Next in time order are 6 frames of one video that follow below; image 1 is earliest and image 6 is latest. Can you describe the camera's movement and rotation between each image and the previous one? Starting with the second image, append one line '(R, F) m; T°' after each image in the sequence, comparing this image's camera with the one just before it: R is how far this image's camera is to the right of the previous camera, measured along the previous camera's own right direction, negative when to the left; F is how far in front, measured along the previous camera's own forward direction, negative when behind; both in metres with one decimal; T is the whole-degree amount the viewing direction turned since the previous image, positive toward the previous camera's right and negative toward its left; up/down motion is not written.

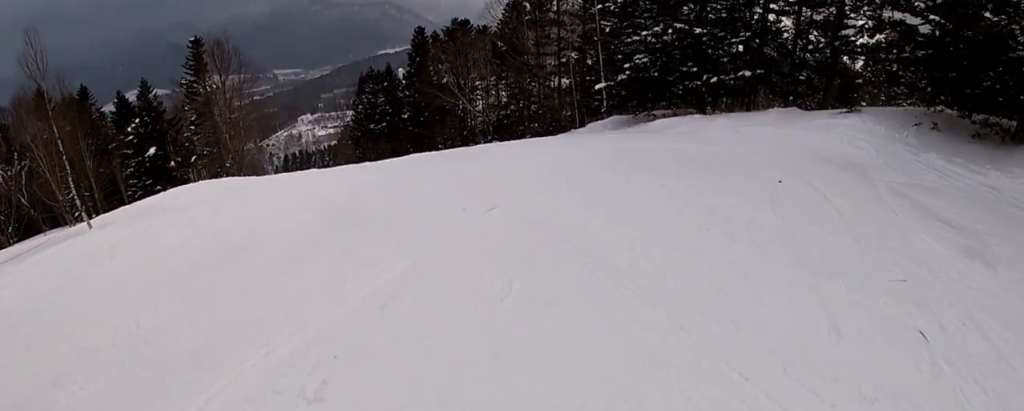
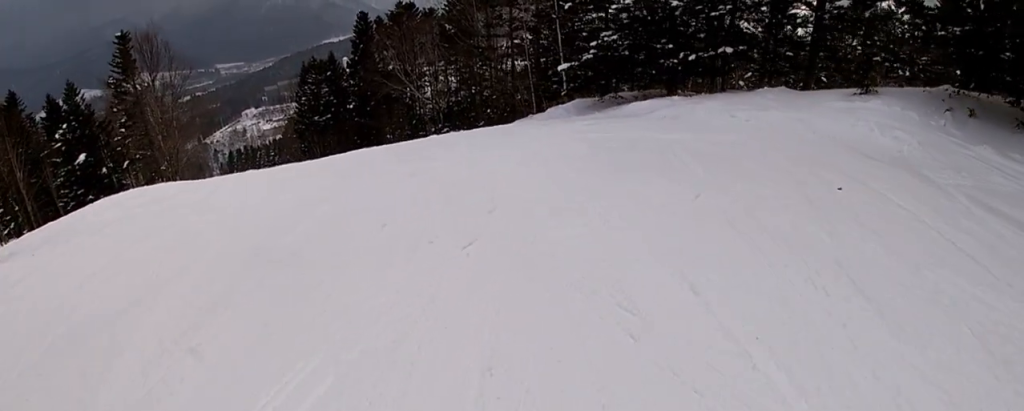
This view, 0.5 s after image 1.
(-0.1, +2.0) m; +4°
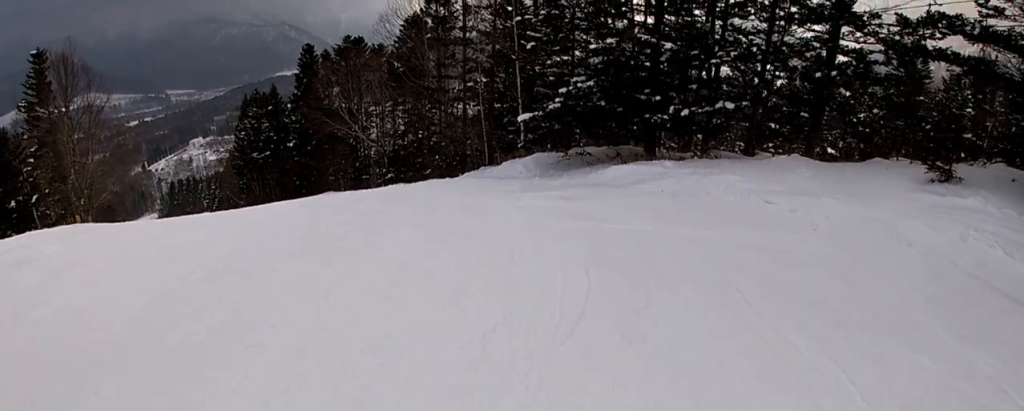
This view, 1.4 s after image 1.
(+0.7, +4.3) m; +12°
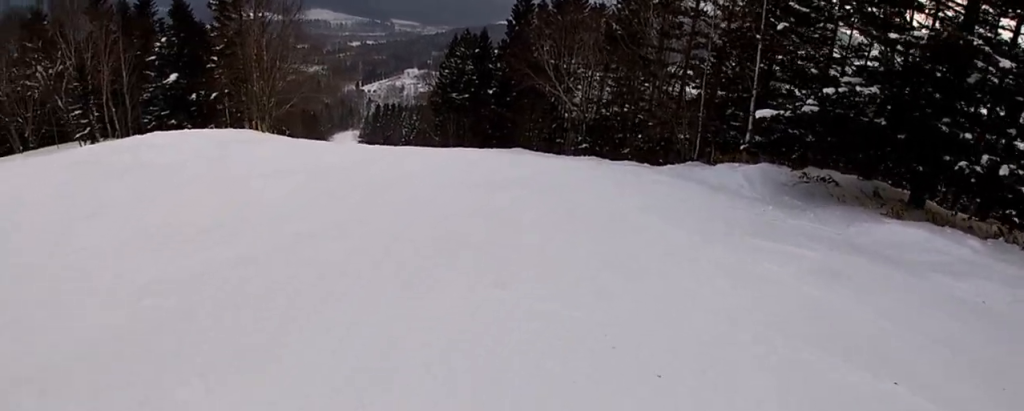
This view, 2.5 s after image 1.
(+0.3, +4.6) m; 0°
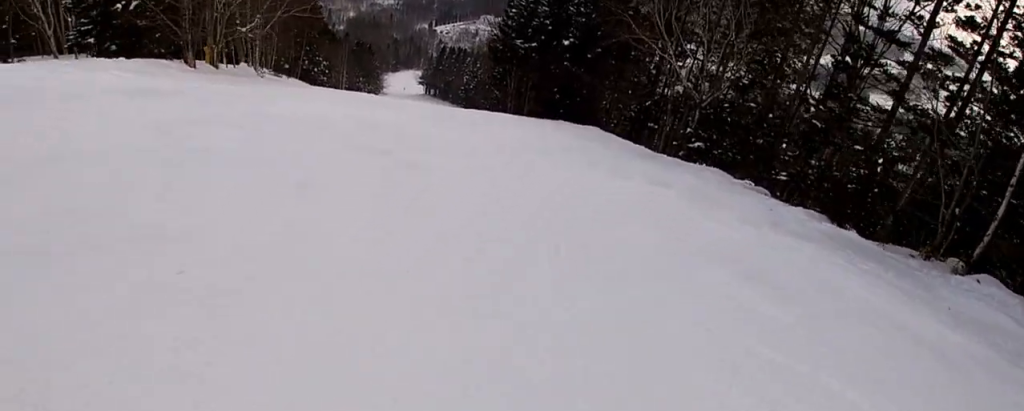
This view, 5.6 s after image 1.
(-5.3, +13.5) m; -15°
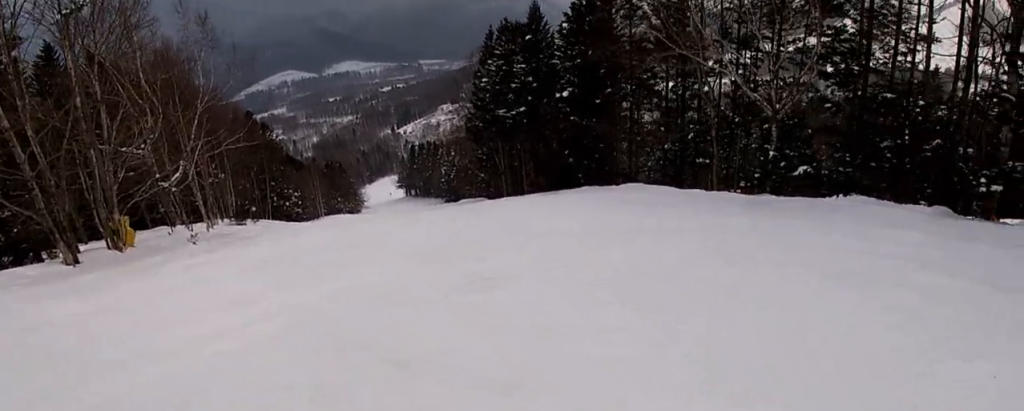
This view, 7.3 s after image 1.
(-1.3, +8.9) m; -15°
